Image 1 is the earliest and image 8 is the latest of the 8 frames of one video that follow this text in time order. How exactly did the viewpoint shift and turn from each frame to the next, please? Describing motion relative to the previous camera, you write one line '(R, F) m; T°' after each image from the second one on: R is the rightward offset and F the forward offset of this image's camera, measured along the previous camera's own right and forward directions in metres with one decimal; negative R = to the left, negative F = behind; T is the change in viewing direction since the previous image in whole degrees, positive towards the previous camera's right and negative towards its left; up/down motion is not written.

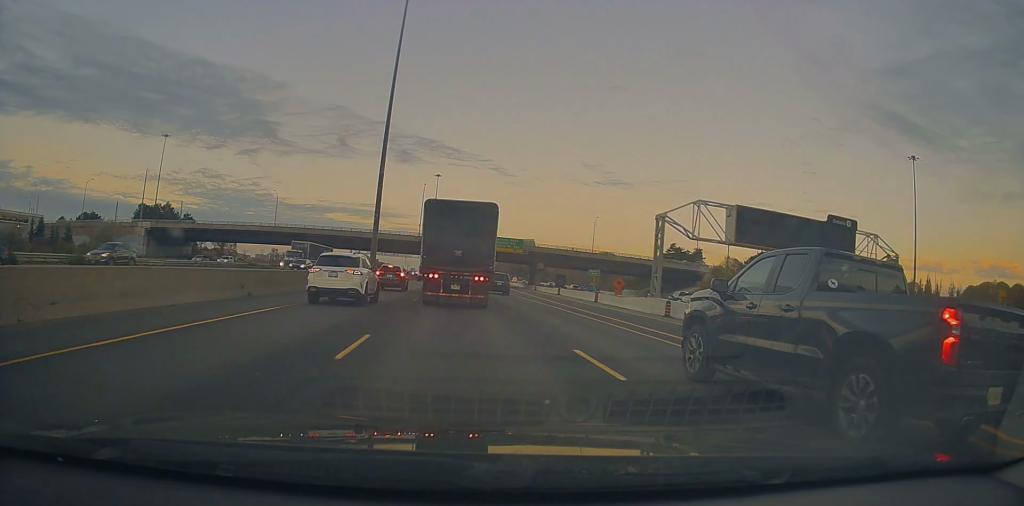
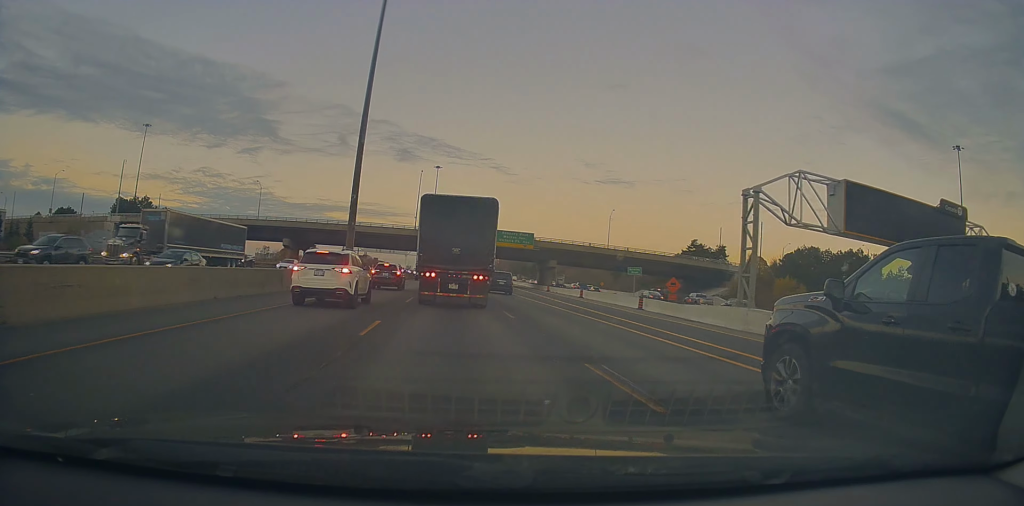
(0.0, +14.1) m; +1°
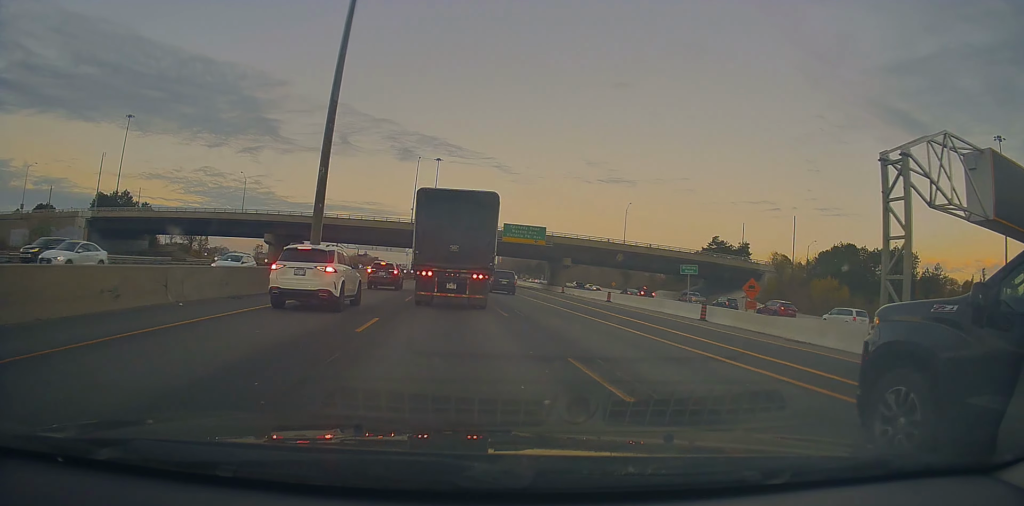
(+0.2, +11.7) m; 0°
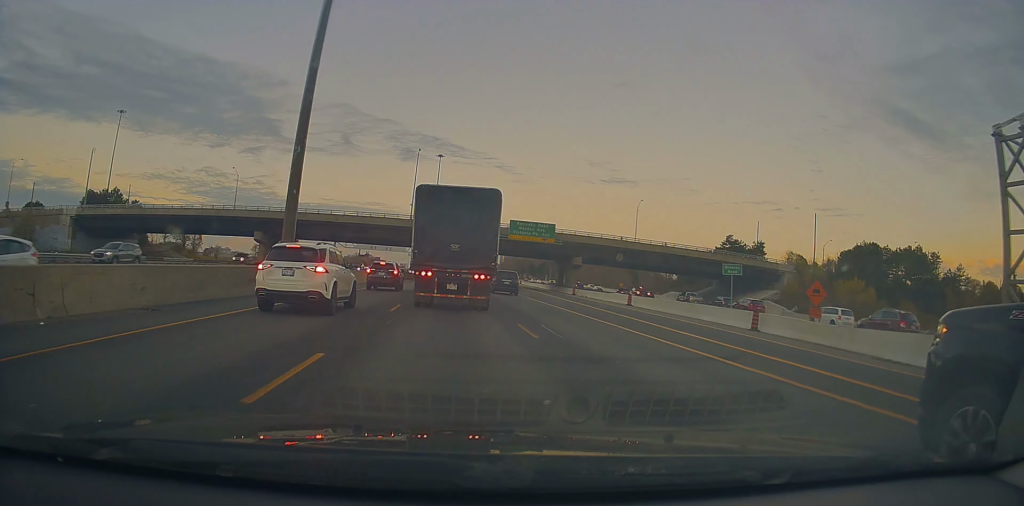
(0.0, +6.1) m; 0°
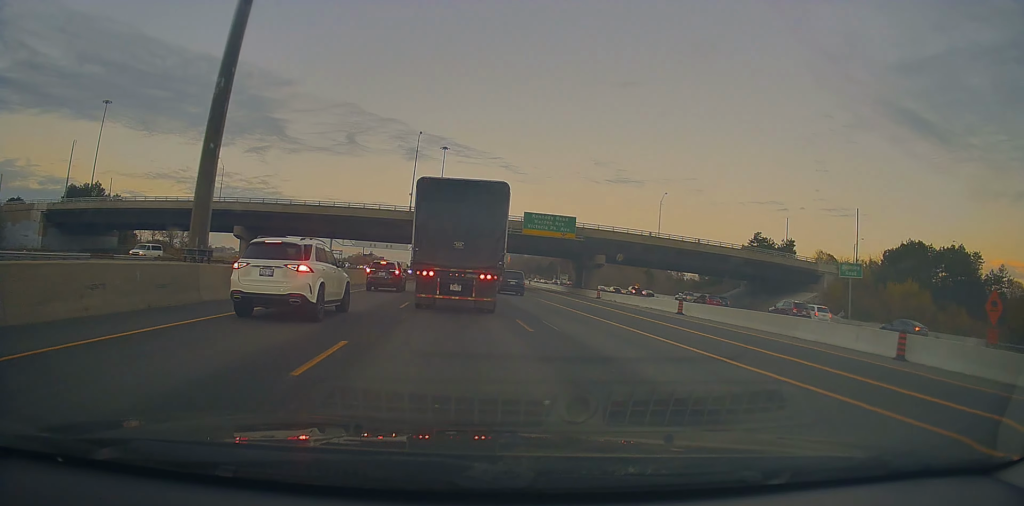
(-0.1, +10.6) m; -2°
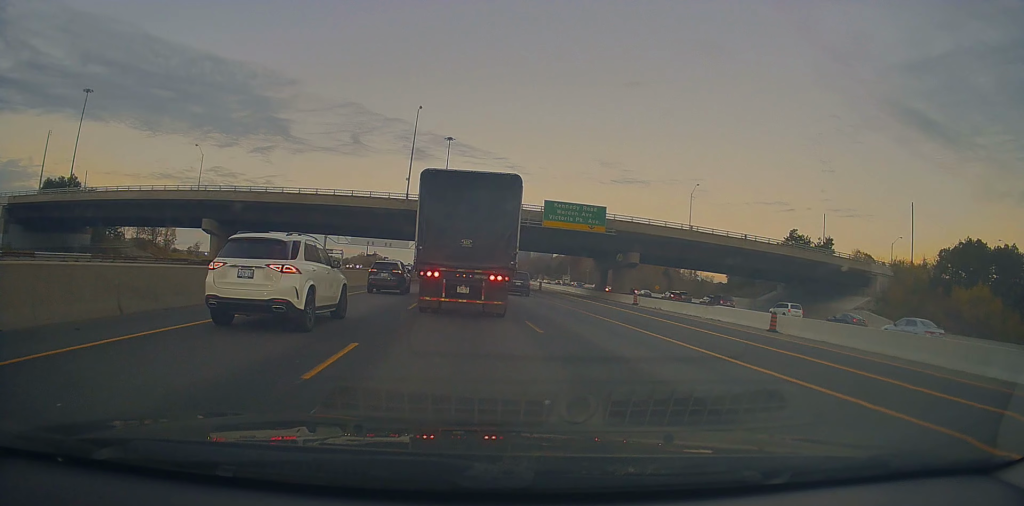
(-0.4, +12.2) m; -2°
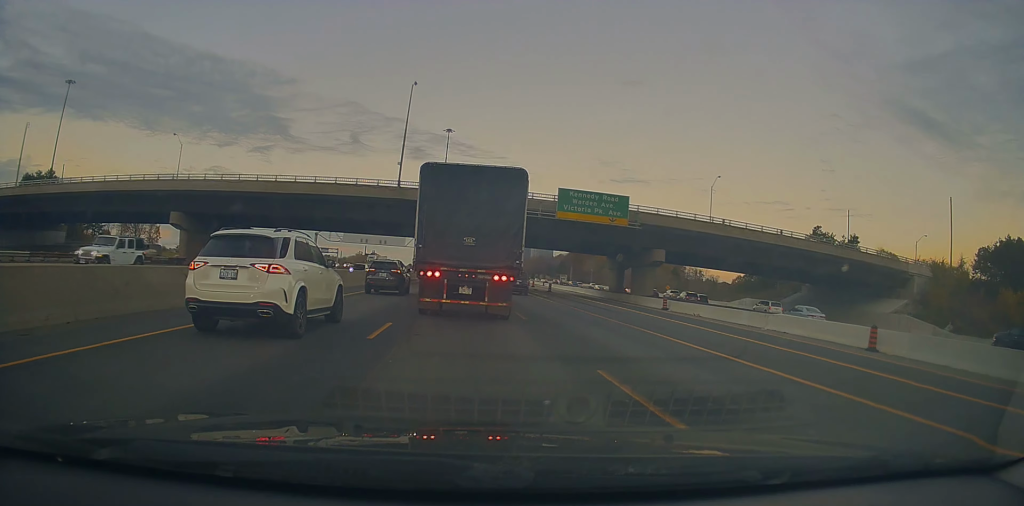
(-0.1, +8.2) m; +1°
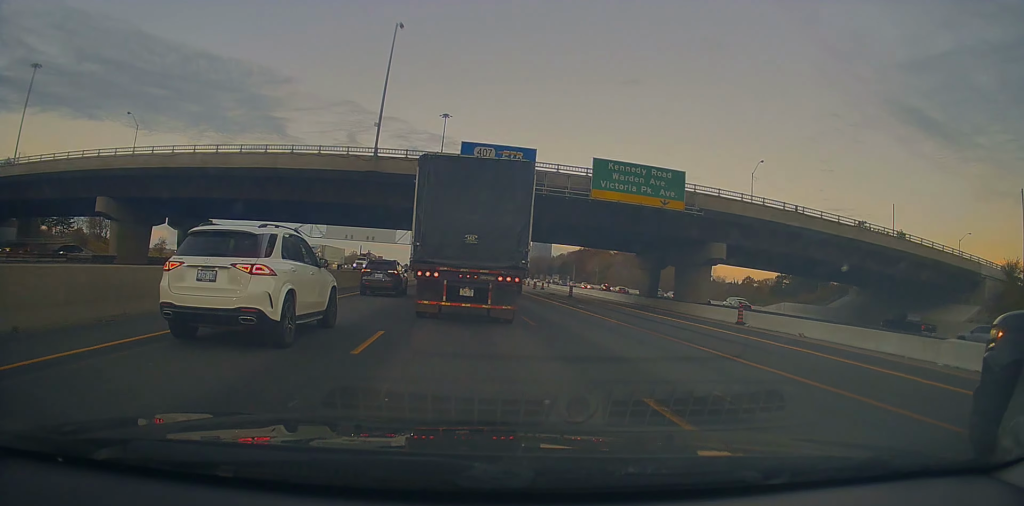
(+0.4, +13.7) m; +1°
